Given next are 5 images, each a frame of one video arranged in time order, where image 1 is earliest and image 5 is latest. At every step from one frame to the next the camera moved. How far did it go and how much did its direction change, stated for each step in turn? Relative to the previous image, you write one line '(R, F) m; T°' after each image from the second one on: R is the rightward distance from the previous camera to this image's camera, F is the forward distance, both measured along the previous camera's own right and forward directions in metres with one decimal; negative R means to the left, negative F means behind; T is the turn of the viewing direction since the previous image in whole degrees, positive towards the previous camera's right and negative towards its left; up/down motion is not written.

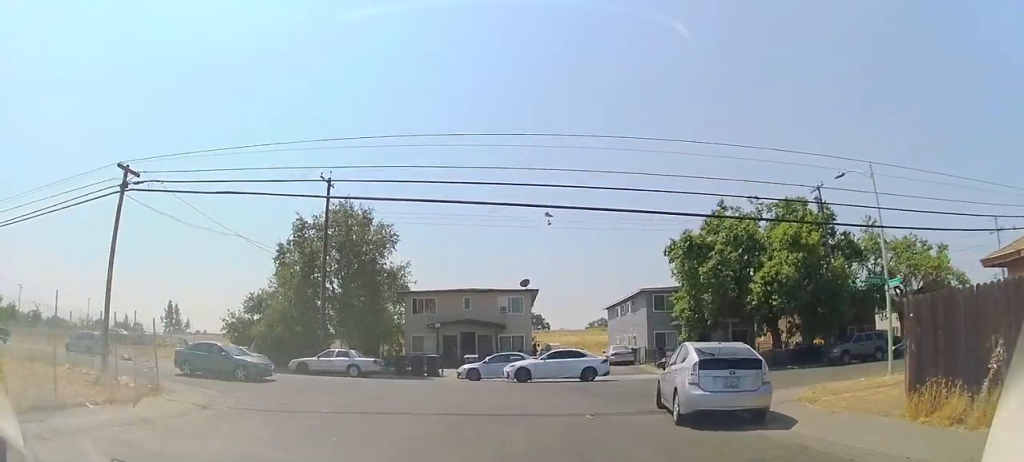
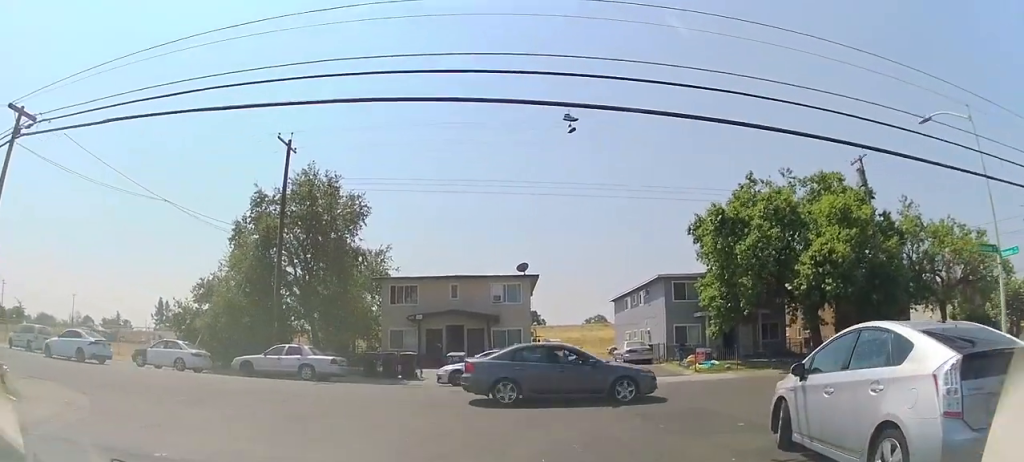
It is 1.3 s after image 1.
(+0.1, +6.4) m; +3°
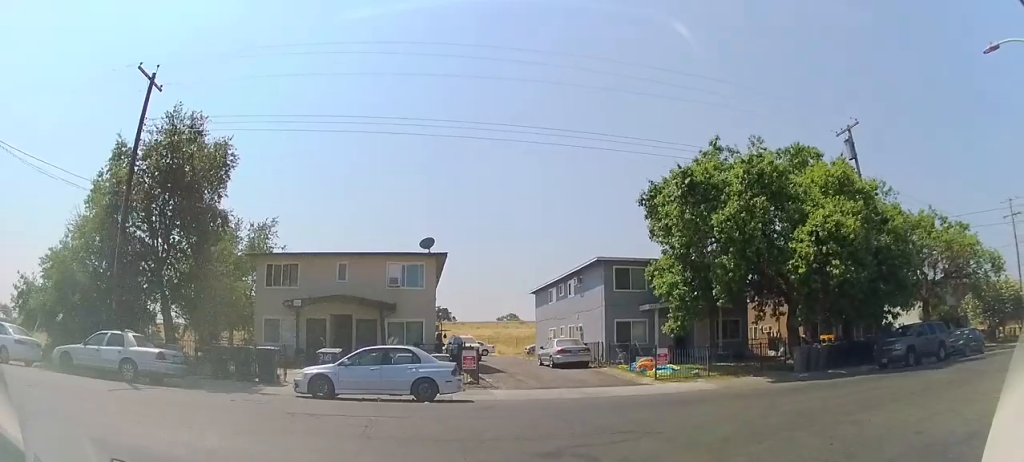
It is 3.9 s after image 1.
(+0.3, +8.4) m; +1°
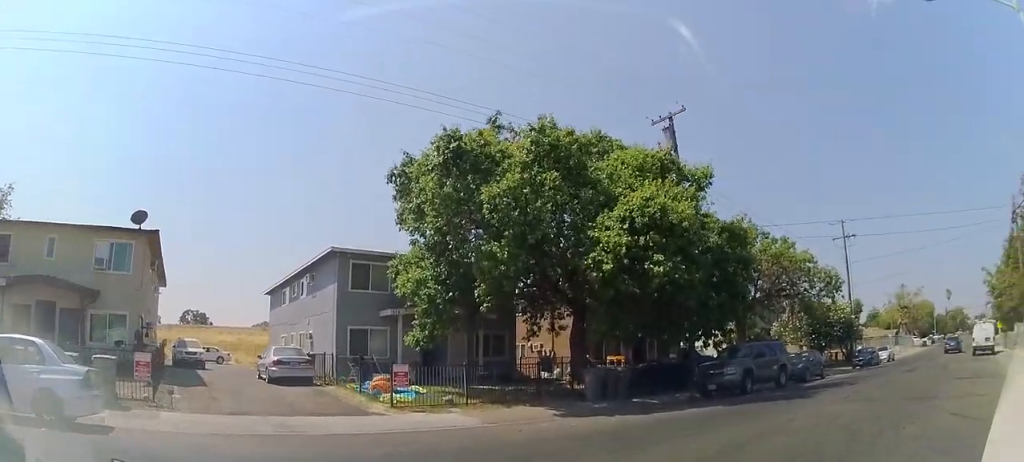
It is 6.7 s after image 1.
(+1.8, +4.9) m; +54°
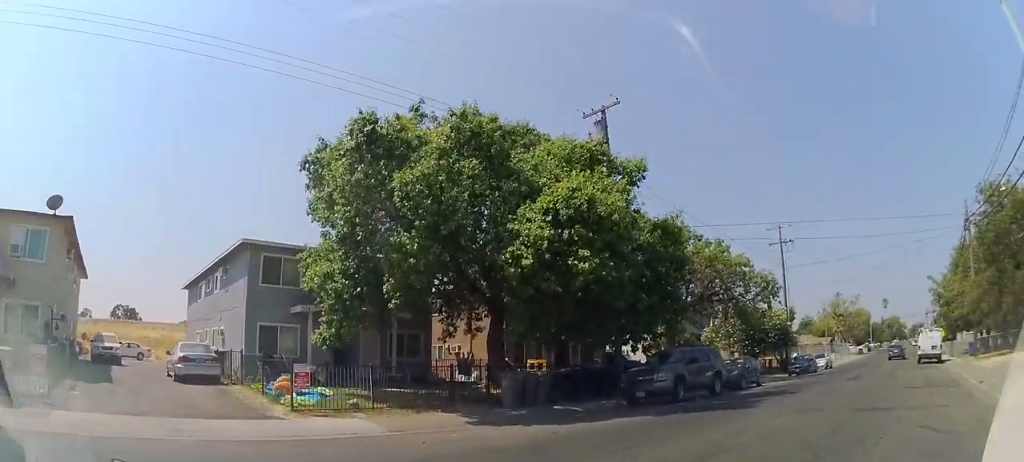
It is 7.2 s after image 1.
(+0.1, +1.1) m; +11°
